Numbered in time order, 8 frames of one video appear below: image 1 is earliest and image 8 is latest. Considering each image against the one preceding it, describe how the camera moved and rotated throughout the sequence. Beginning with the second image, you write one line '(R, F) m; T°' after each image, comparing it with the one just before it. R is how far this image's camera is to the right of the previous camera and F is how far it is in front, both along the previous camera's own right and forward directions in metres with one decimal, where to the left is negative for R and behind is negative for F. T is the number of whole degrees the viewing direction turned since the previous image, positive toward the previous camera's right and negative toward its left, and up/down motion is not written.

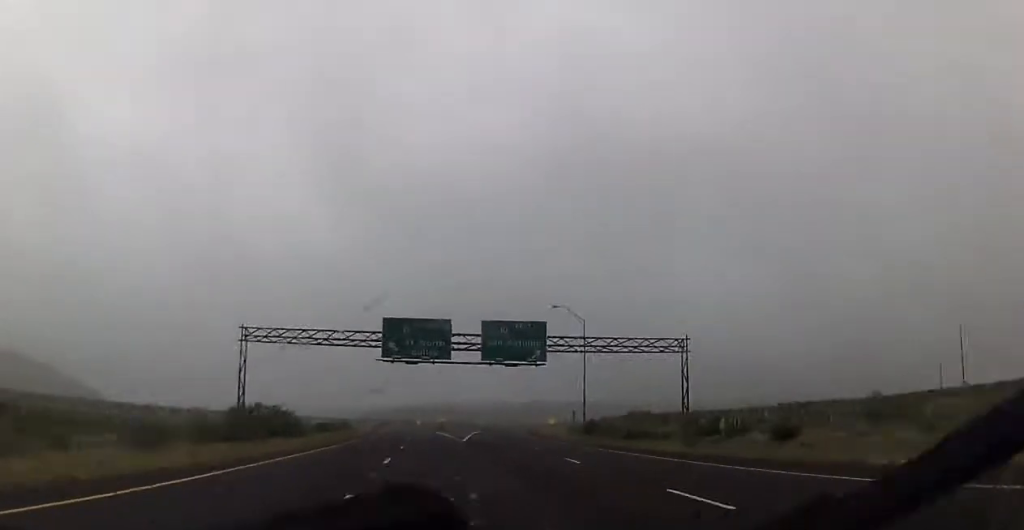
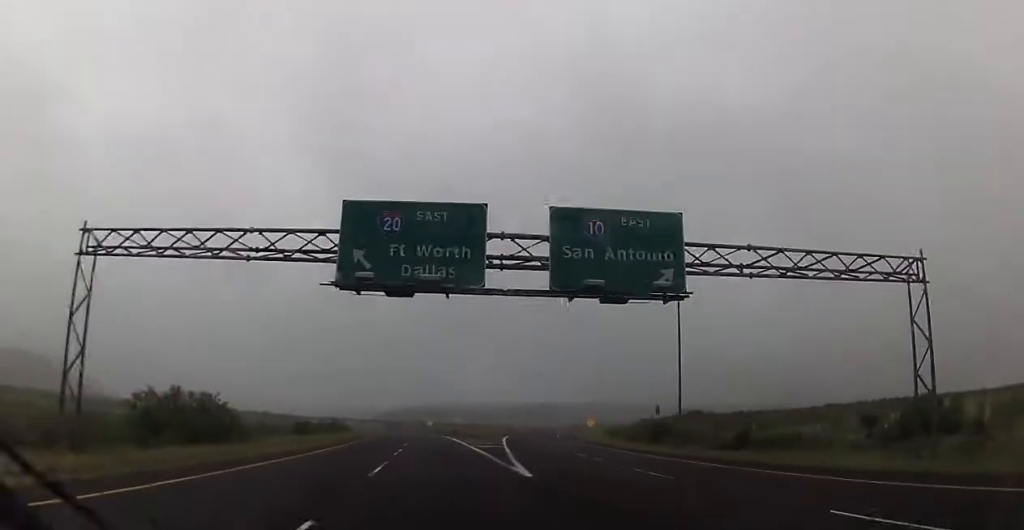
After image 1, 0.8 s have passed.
(-0.4, +27.5) m; -1°
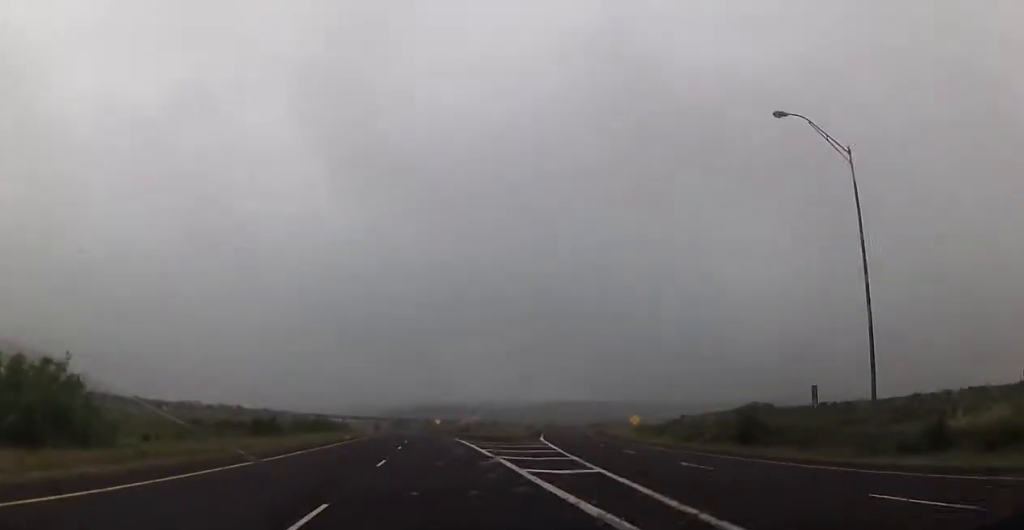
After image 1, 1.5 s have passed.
(-0.3, +22.9) m; -1°
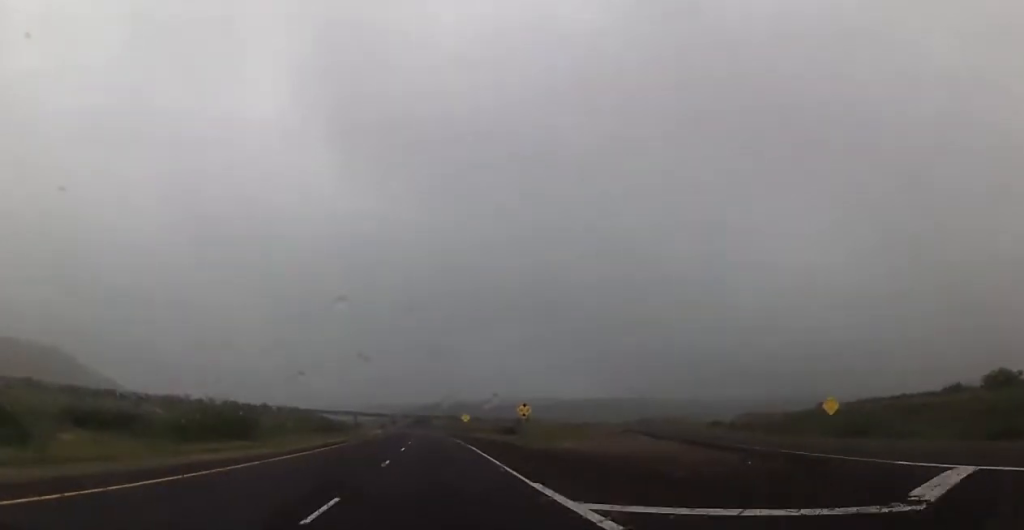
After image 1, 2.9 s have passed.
(-0.8, +48.2) m; -2°
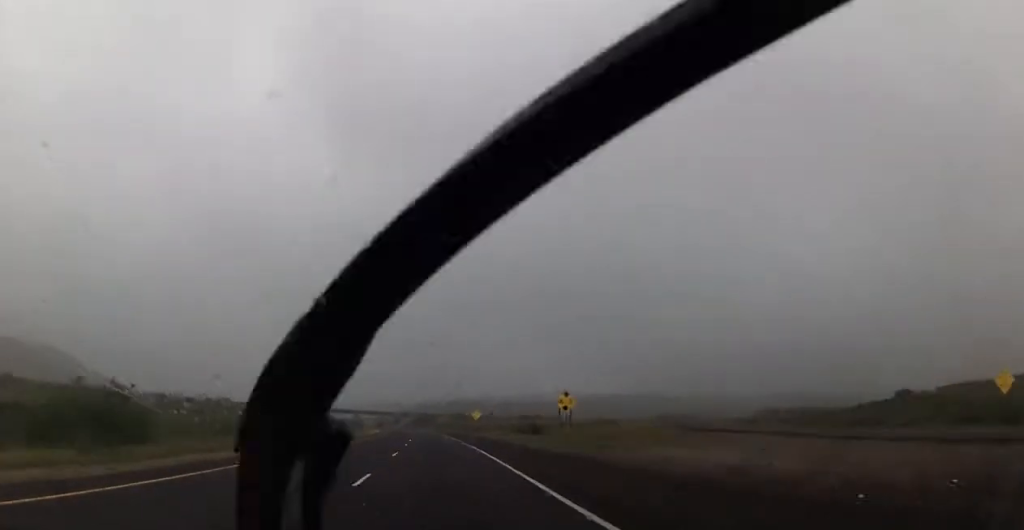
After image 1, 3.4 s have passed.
(-0.1, +19.6) m; -1°
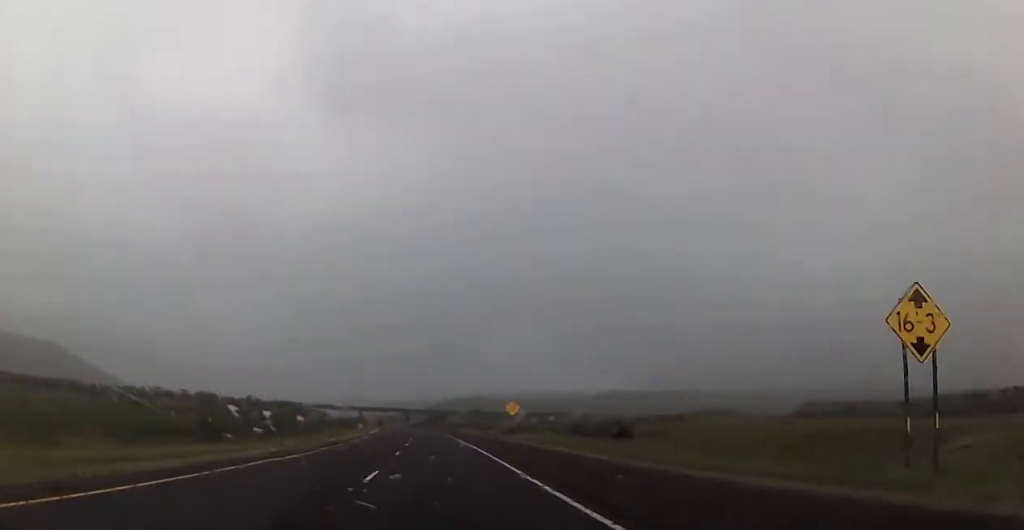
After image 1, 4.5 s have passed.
(-0.4, +35.7) m; -1°
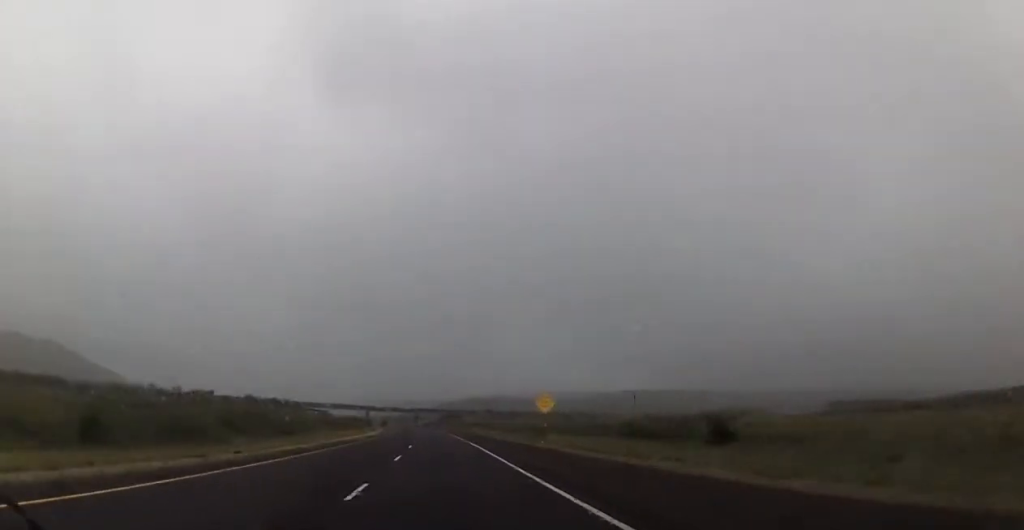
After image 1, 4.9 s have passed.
(+0.1, +16.2) m; -1°
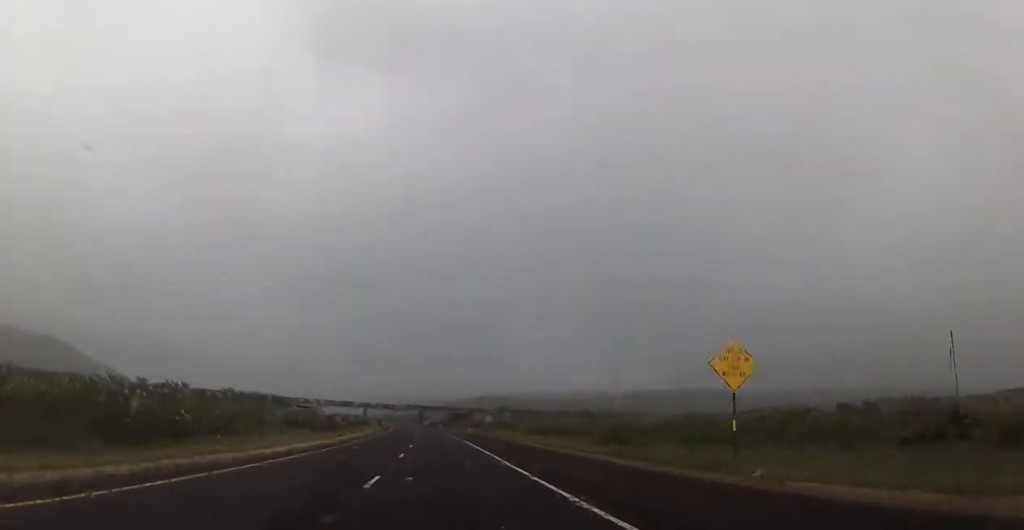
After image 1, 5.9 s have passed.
(-0.6, +34.7) m; -2°
